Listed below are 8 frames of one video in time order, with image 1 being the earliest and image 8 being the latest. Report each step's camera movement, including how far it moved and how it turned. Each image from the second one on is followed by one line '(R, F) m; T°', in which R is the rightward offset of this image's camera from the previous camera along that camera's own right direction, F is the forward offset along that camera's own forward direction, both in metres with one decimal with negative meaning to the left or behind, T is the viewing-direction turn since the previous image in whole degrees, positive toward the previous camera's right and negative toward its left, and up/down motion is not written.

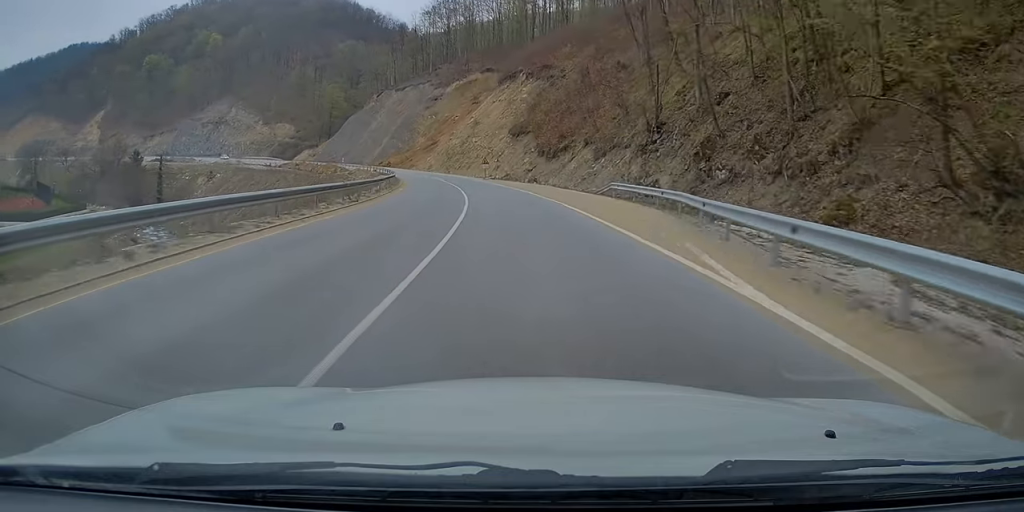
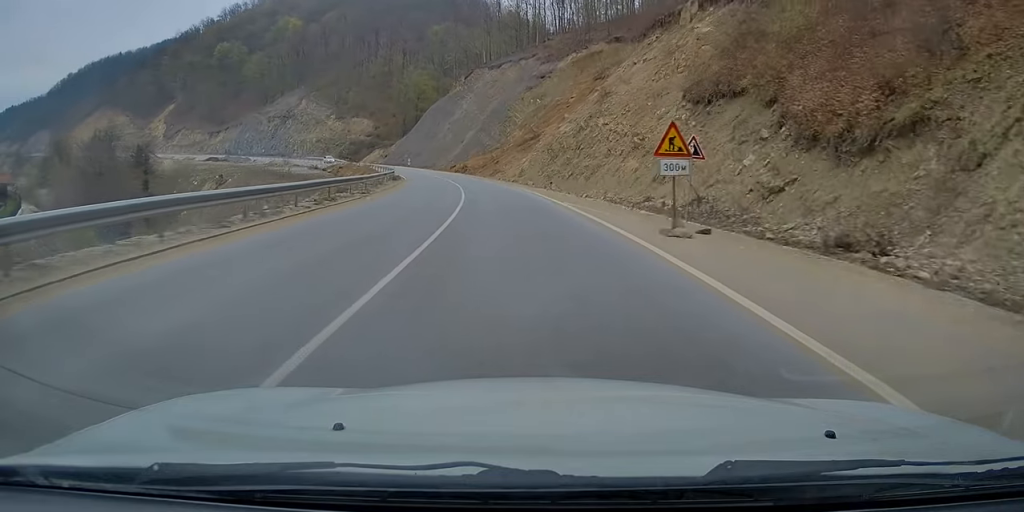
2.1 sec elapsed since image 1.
(-4.2, +50.5) m; -9°
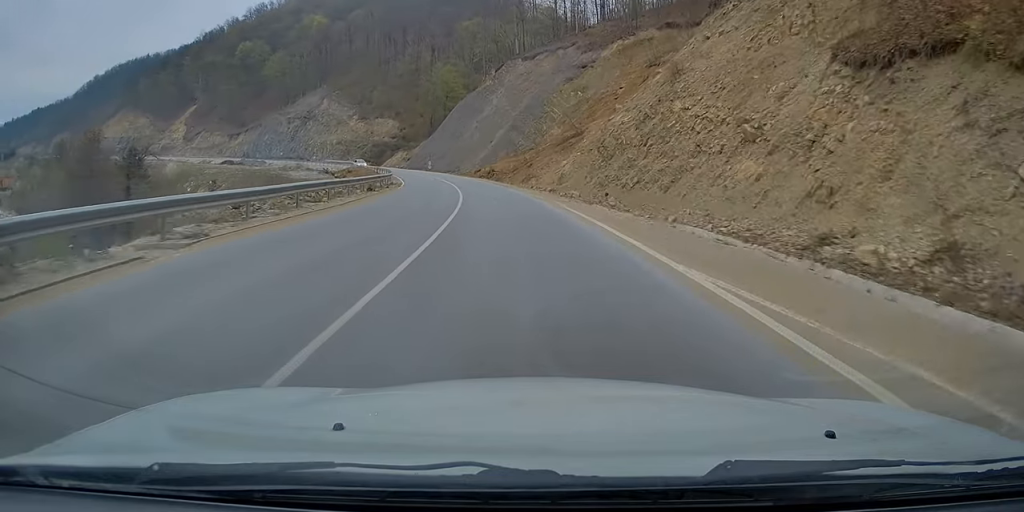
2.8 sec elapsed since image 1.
(-0.4, +16.1) m; -3°
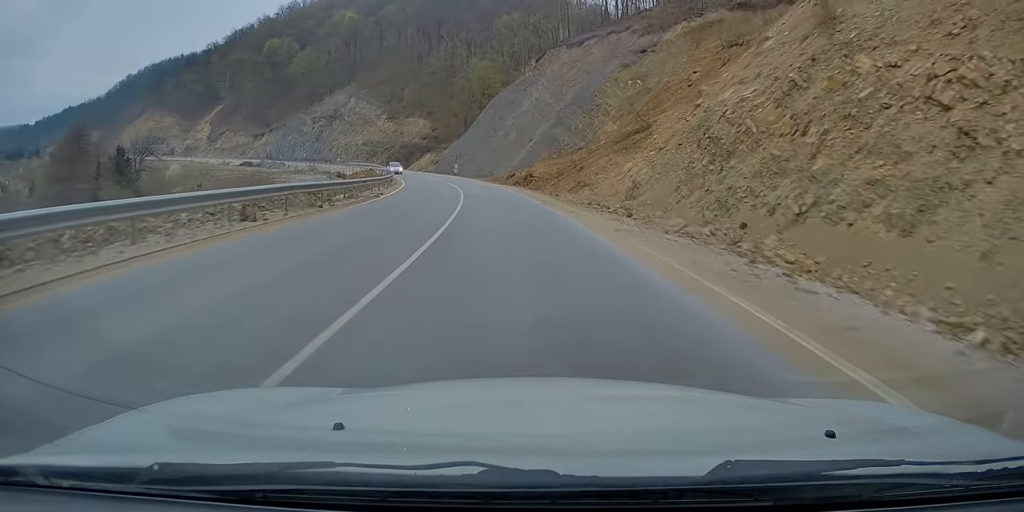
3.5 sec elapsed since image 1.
(-0.3, +17.2) m; -3°
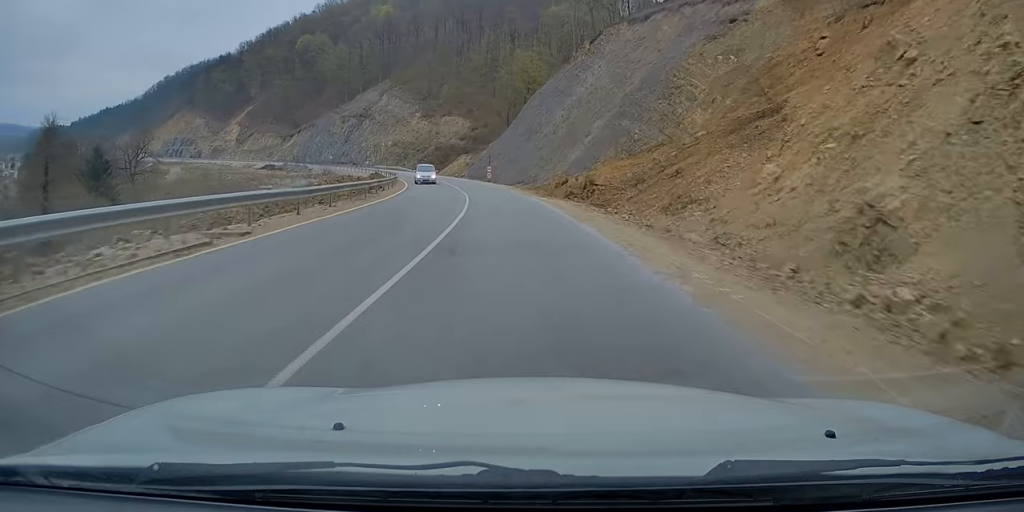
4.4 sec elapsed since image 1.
(-0.7, +18.9) m; -5°
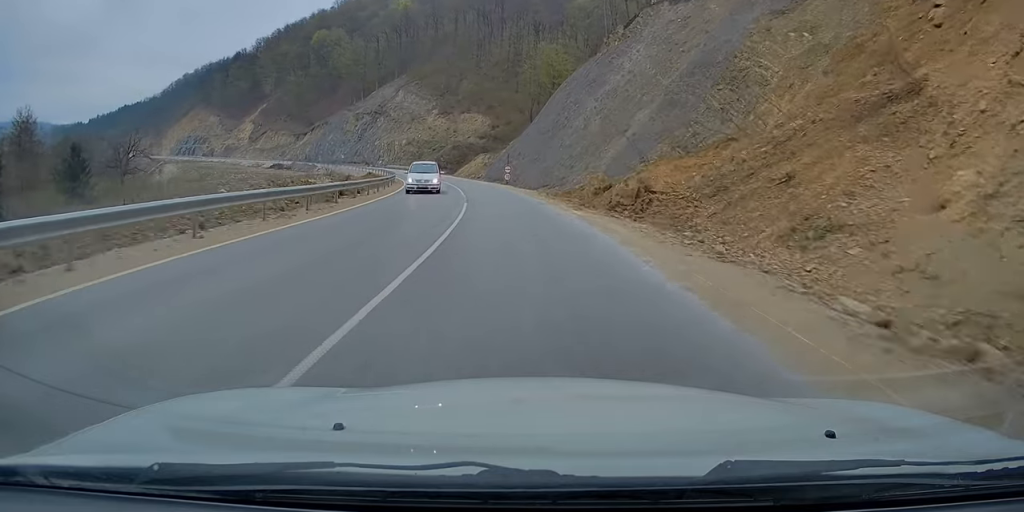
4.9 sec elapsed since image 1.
(-0.5, +10.9) m; -3°
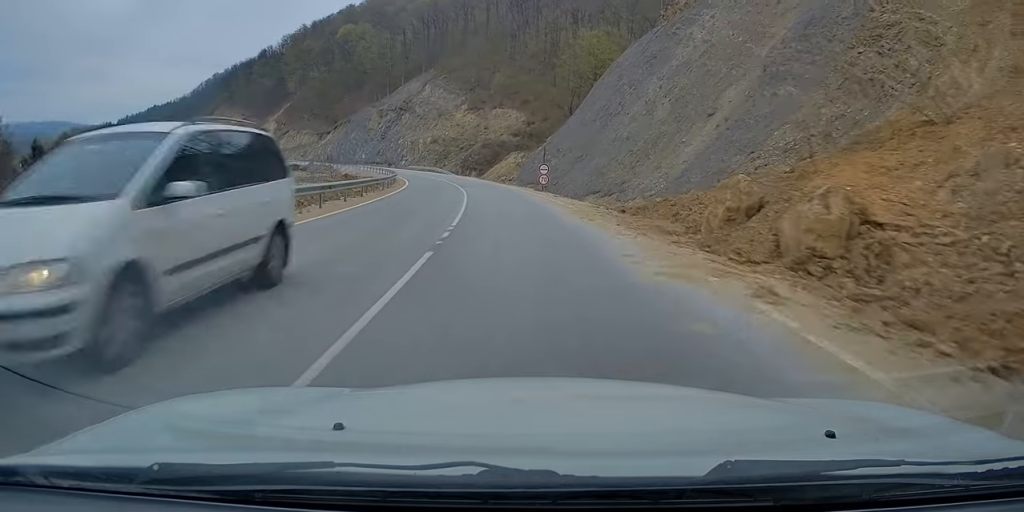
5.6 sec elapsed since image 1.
(-0.4, +15.3) m; -4°
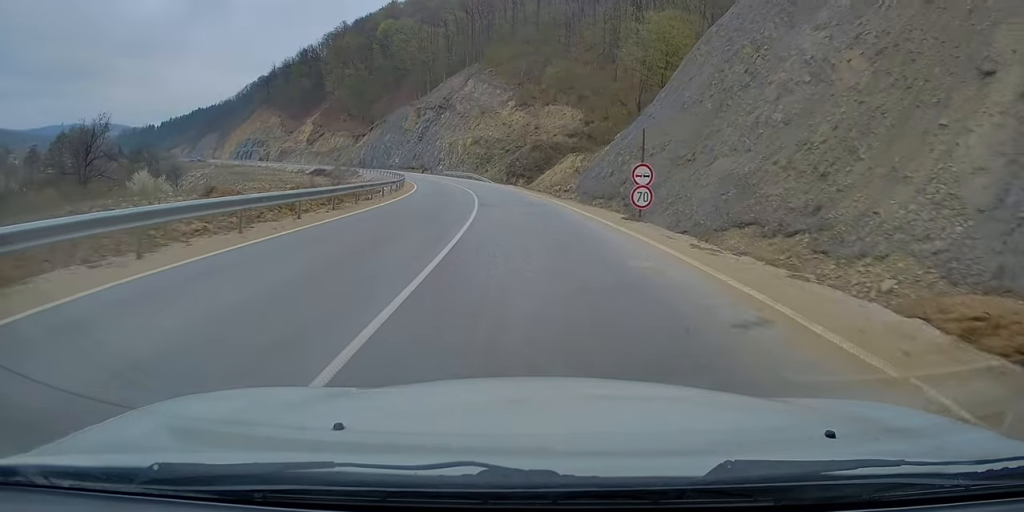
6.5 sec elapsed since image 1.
(-0.8, +20.5) m; -4°
